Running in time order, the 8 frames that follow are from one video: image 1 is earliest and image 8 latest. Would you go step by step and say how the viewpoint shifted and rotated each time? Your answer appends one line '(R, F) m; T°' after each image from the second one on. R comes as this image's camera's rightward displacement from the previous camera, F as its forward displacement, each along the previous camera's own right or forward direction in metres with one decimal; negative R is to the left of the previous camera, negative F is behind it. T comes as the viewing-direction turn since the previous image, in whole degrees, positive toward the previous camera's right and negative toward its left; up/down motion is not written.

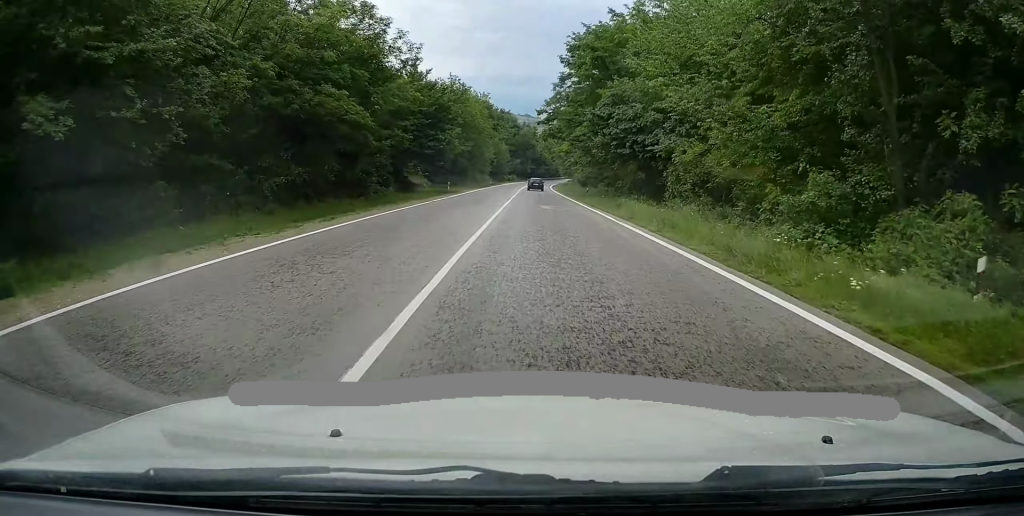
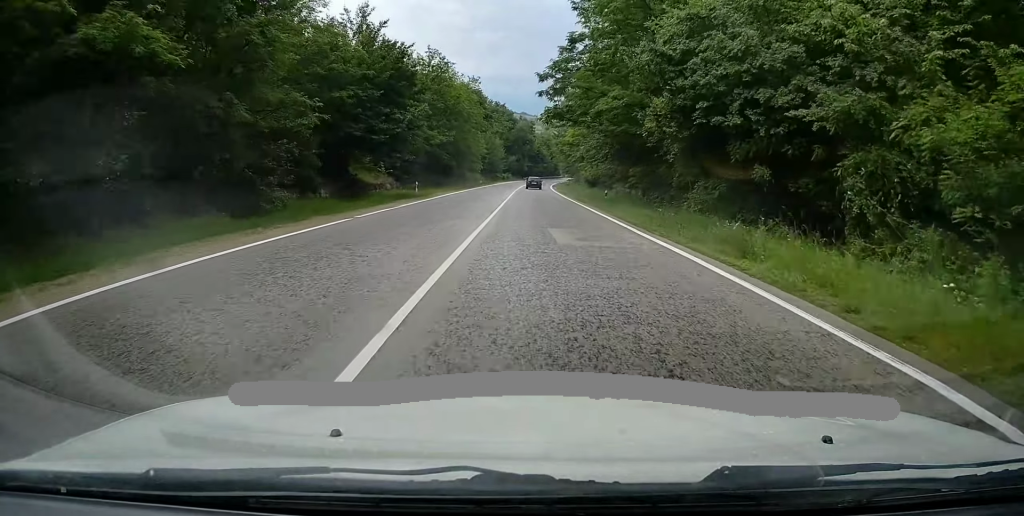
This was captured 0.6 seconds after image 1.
(0.0, +14.9) m; 0°
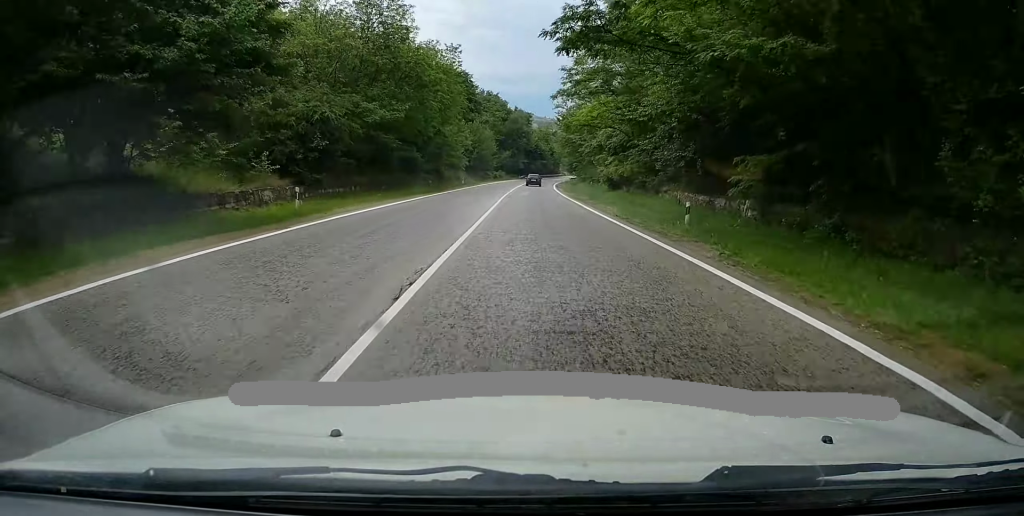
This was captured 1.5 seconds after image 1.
(+0.1, +21.3) m; +1°
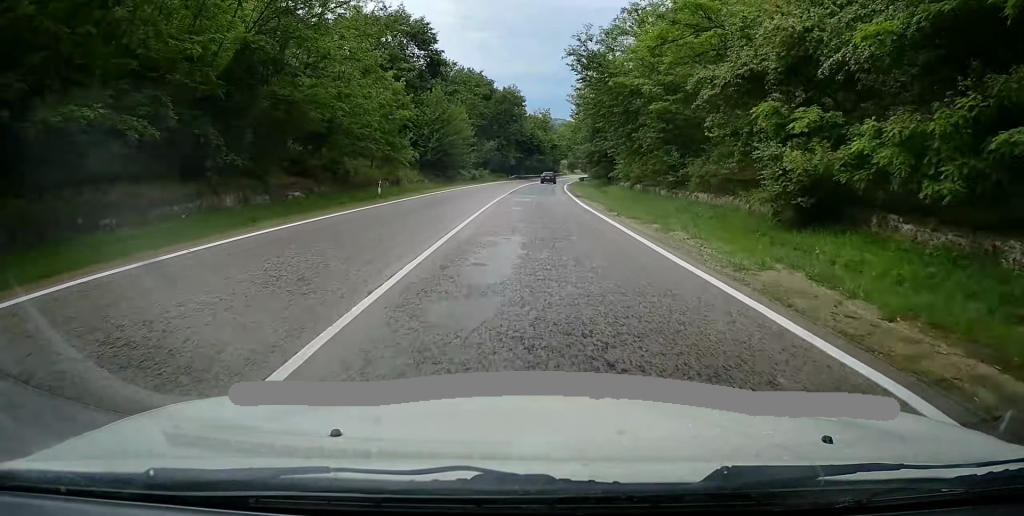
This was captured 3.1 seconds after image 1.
(+0.1, +37.3) m; +1°
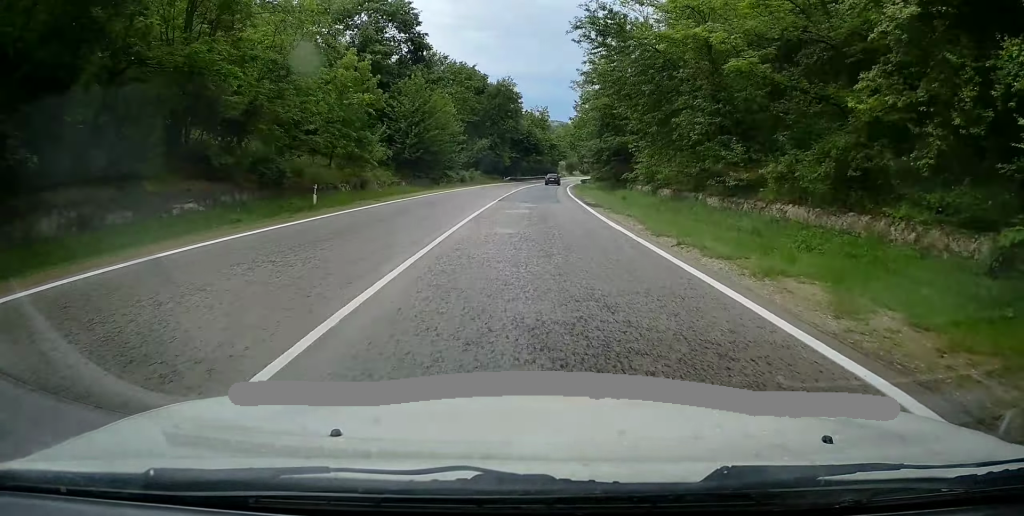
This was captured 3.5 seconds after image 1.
(0.0, +9.5) m; 0°
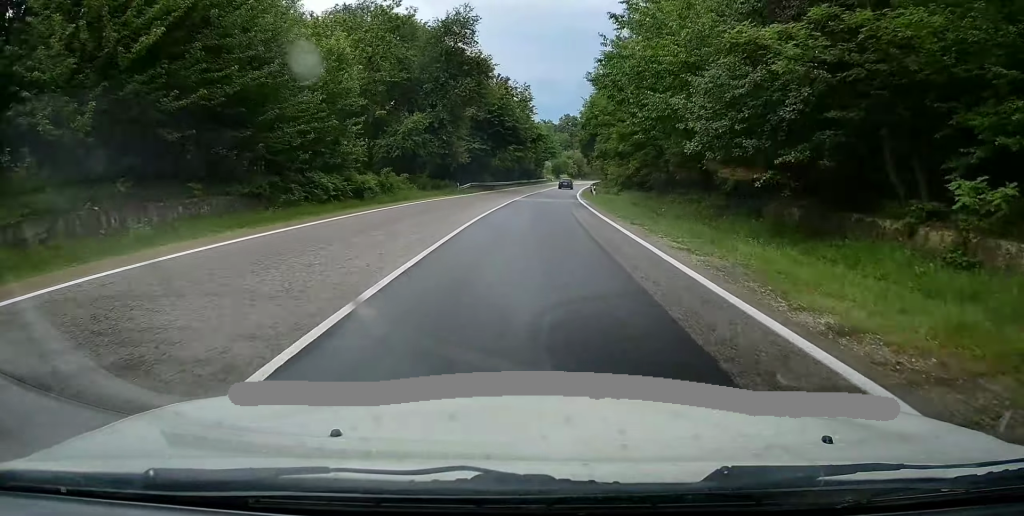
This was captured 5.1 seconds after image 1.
(+0.5, +38.1) m; +1°
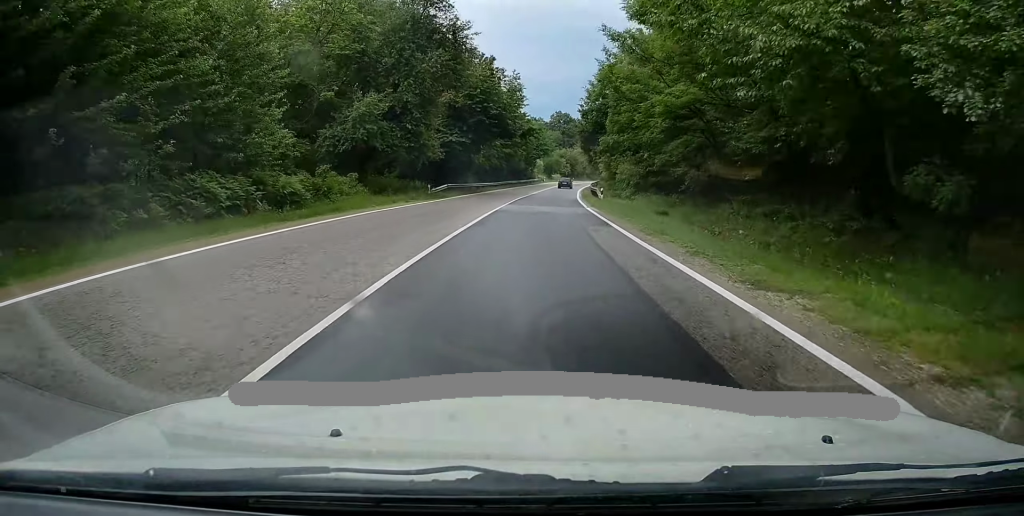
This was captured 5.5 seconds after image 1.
(+0.1, +10.4) m; +1°
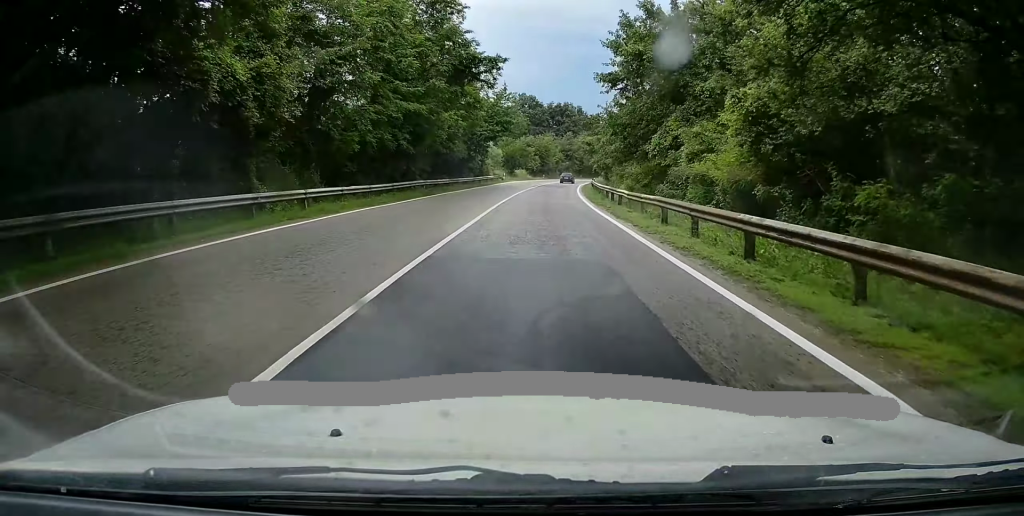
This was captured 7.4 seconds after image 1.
(+1.3, +44.3) m; +4°
